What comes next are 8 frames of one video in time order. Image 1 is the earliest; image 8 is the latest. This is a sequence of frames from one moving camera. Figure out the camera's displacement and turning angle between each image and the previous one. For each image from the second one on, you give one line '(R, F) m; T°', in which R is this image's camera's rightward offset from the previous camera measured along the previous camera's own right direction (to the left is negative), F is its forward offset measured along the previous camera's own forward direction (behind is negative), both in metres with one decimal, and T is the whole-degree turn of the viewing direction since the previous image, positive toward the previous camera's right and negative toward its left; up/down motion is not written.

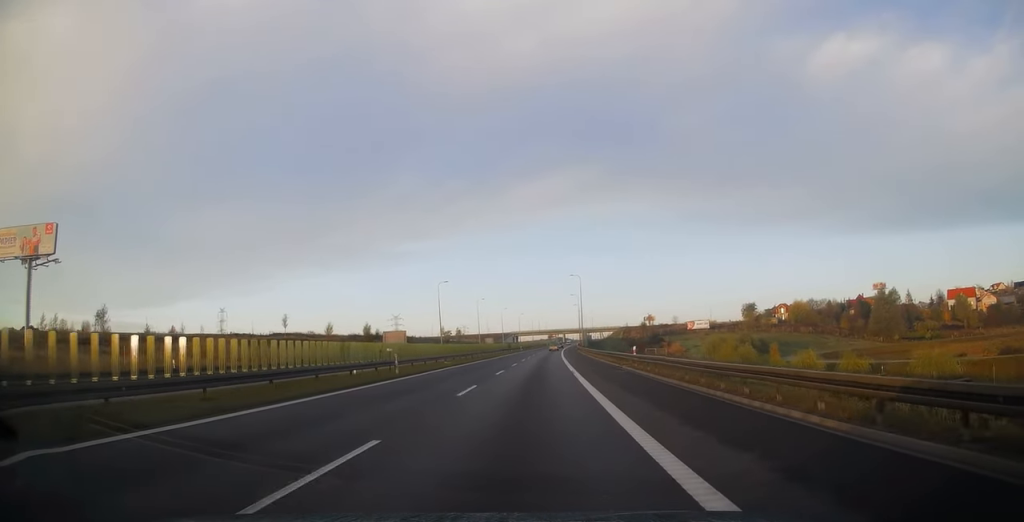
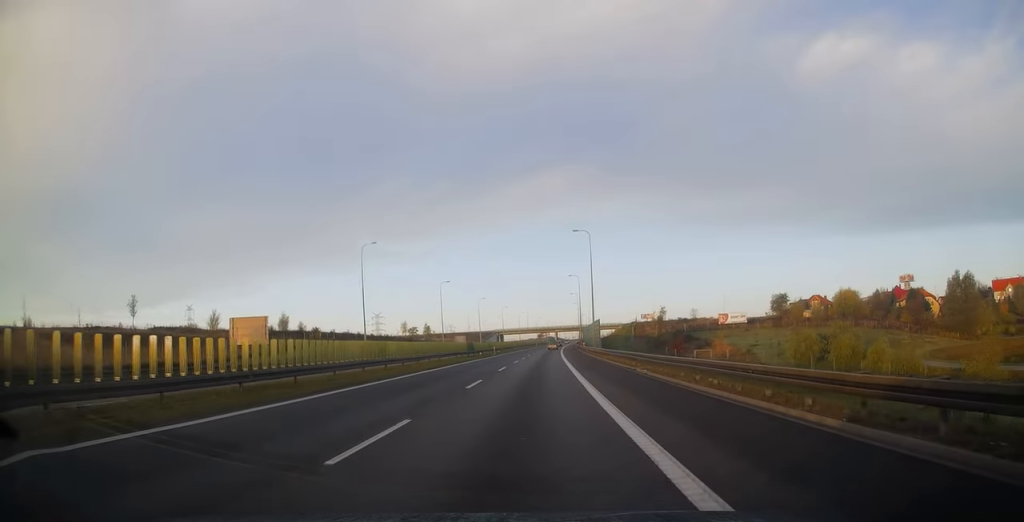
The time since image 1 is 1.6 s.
(-0.5, +45.7) m; 0°
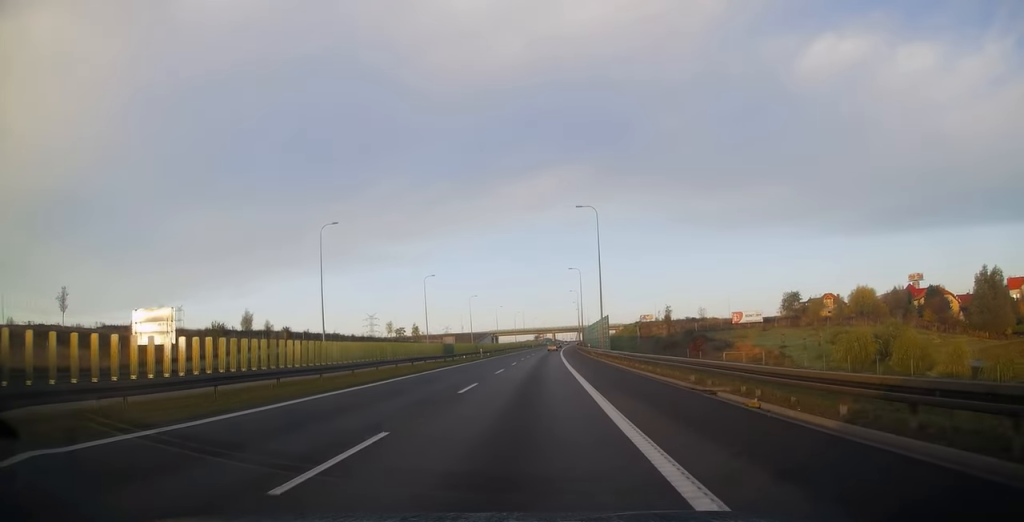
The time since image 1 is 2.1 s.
(+0.2, +13.3) m; +1°
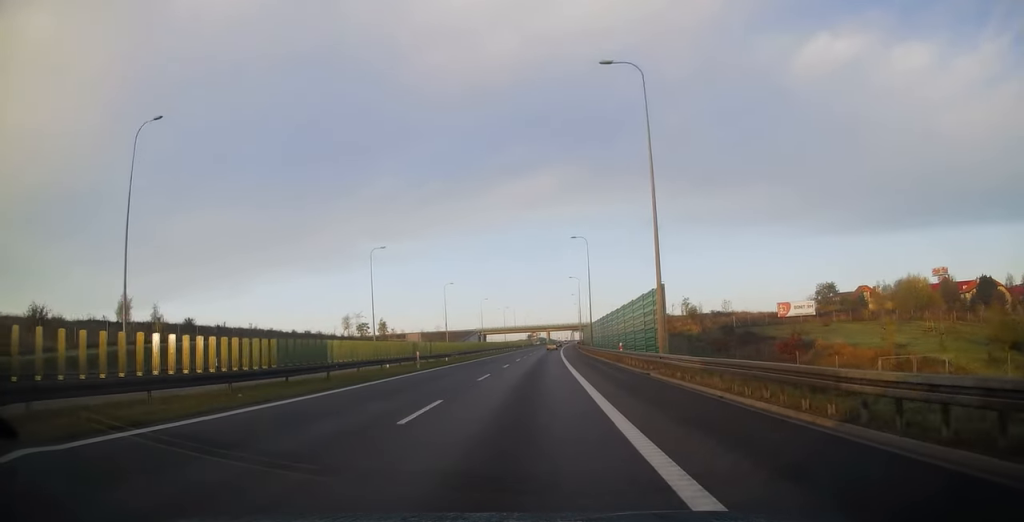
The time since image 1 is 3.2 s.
(+0.6, +30.9) m; +1°
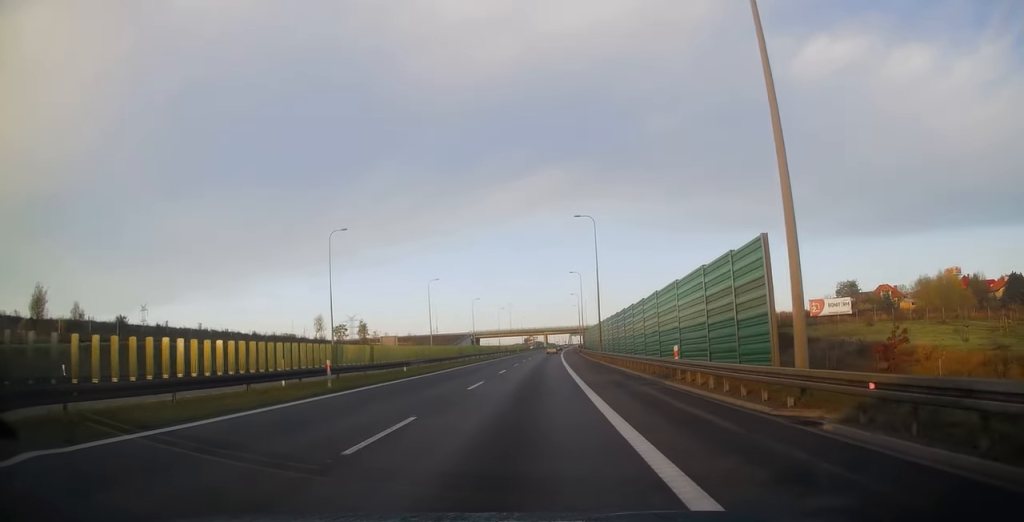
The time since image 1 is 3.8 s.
(+0.1, +14.7) m; 0°
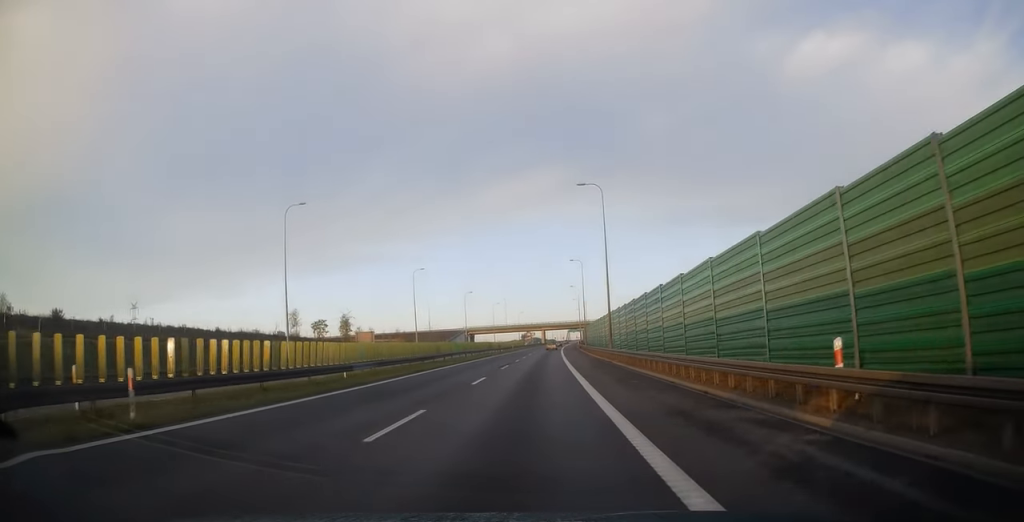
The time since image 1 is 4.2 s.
(-0.1, +11.1) m; 0°
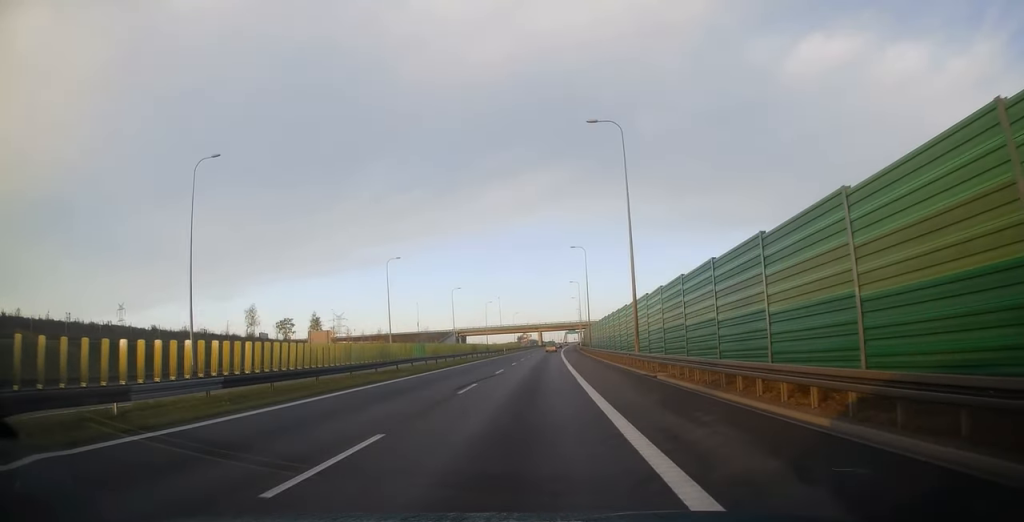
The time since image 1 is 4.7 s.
(-0.3, +15.2) m; +1°
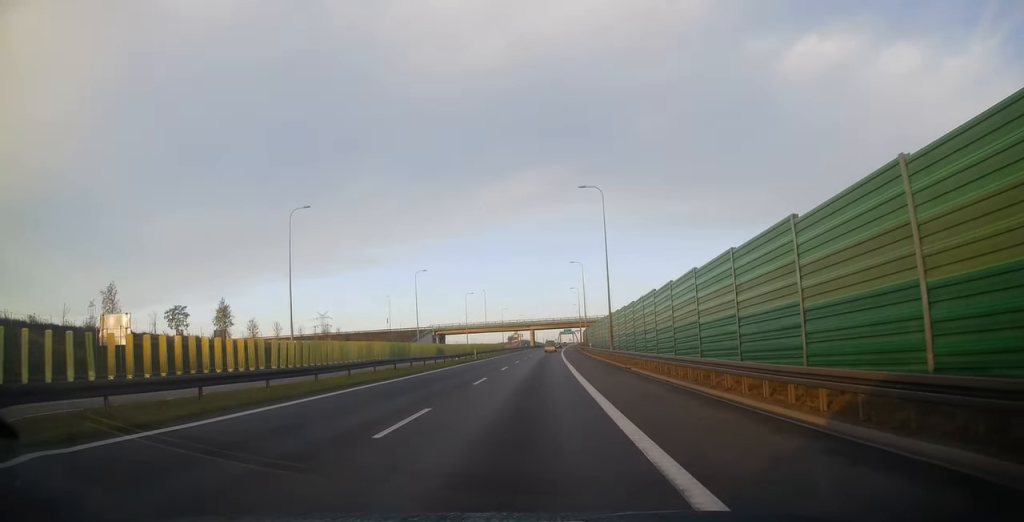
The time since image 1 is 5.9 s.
(+0.9, +32.3) m; +1°
